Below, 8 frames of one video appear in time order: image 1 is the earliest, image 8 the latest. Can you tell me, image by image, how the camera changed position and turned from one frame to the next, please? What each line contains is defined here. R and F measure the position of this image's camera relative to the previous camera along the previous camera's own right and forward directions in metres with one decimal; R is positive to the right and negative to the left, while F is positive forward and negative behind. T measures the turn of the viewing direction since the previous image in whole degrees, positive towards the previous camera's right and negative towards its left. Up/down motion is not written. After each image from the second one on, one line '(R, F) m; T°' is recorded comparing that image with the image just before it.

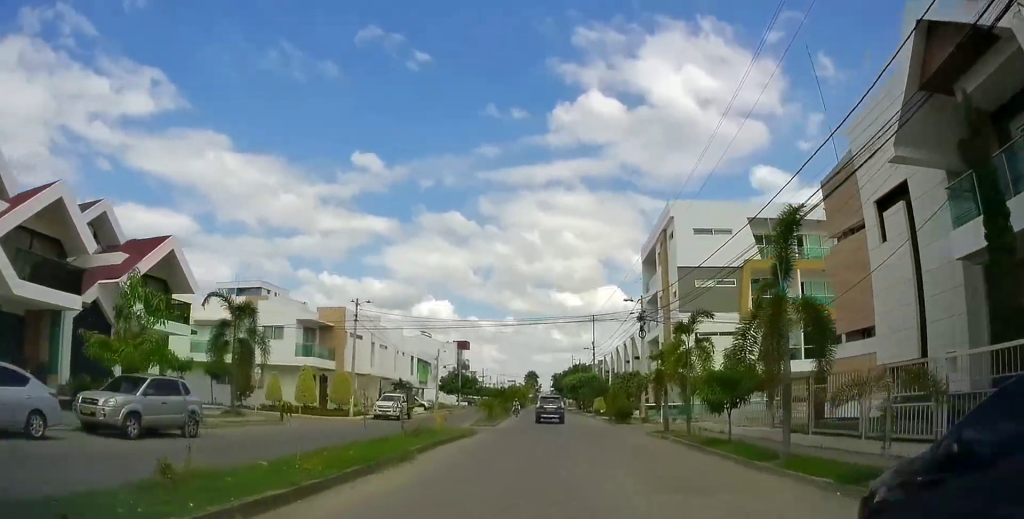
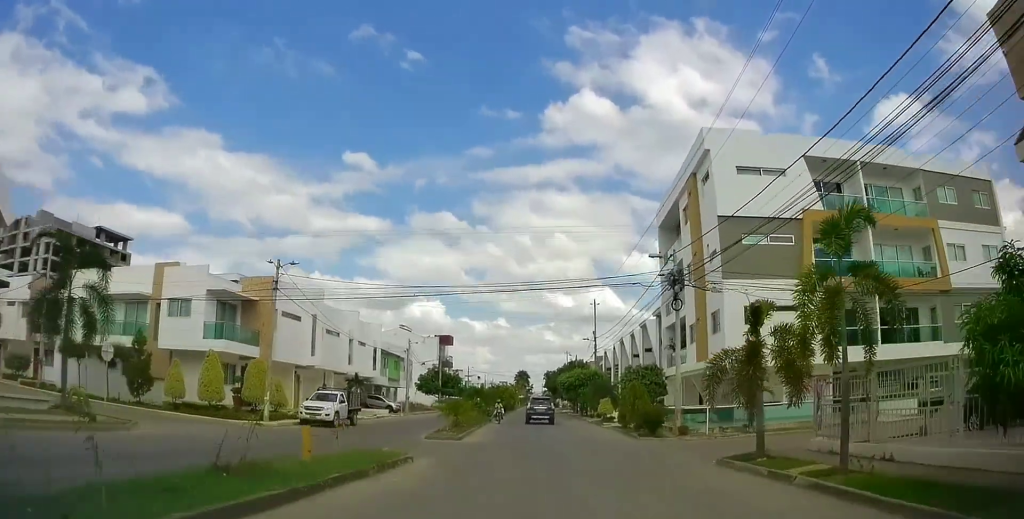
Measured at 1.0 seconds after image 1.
(-0.2, +11.2) m; 0°
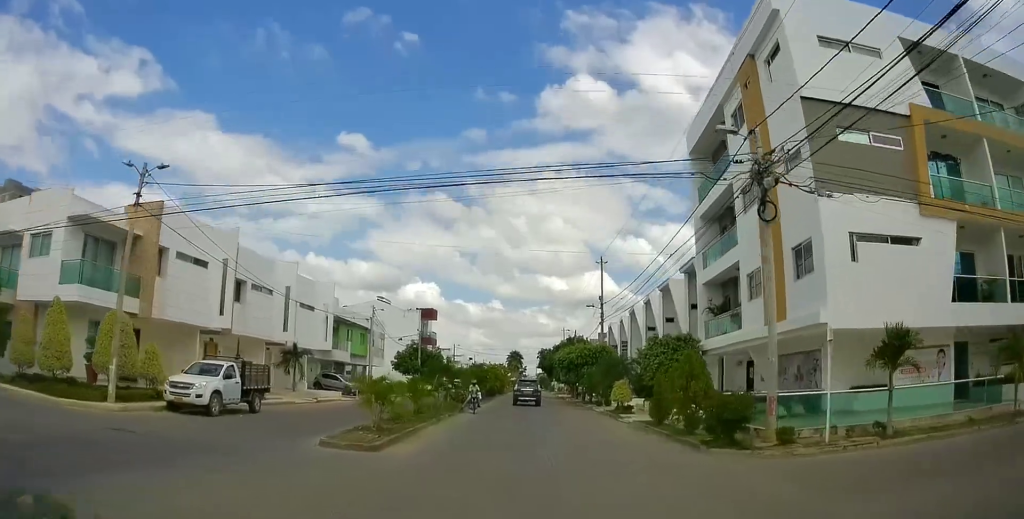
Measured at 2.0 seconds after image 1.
(+0.1, +10.8) m; +1°
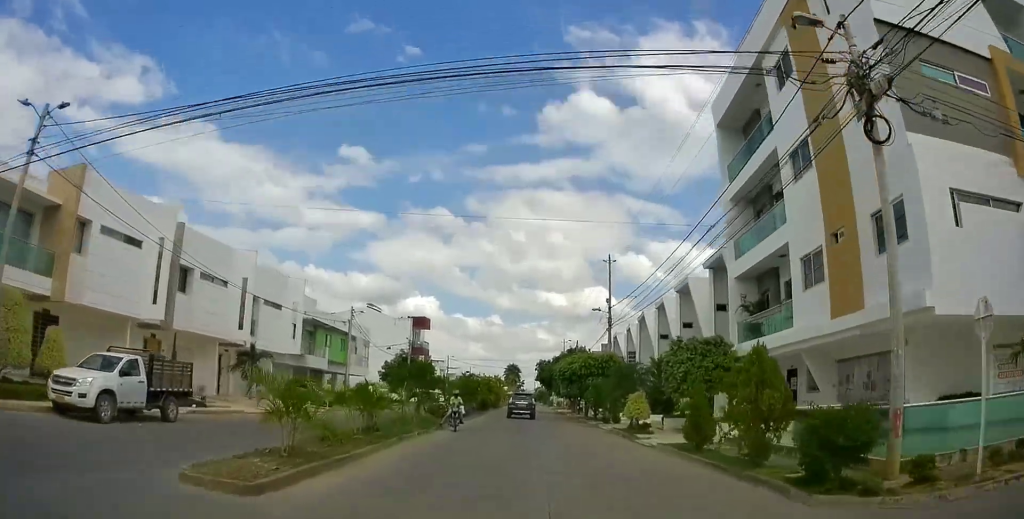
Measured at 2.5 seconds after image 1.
(0.0, +5.4) m; +1°
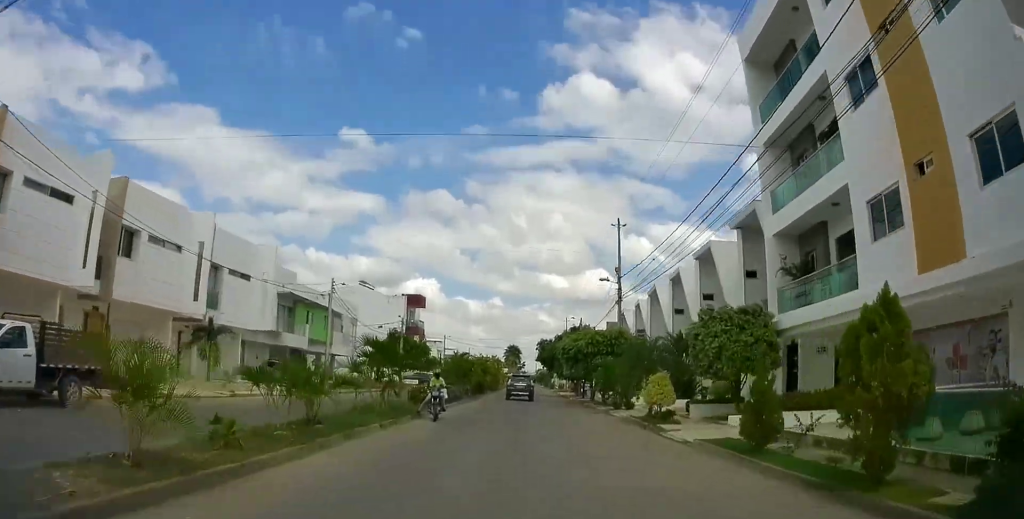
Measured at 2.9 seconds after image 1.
(0.0, +4.3) m; +1°
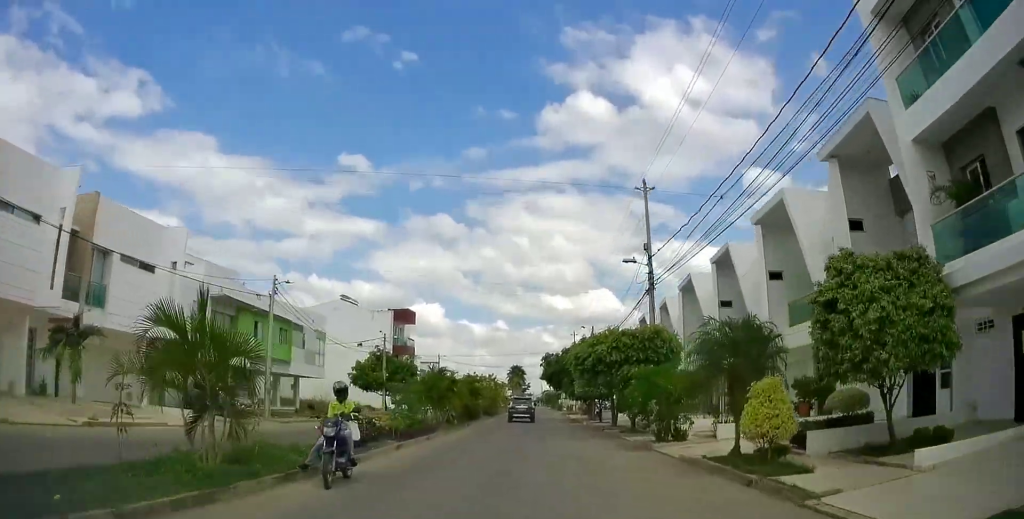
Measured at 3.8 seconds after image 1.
(+0.2, +9.4) m; +1°
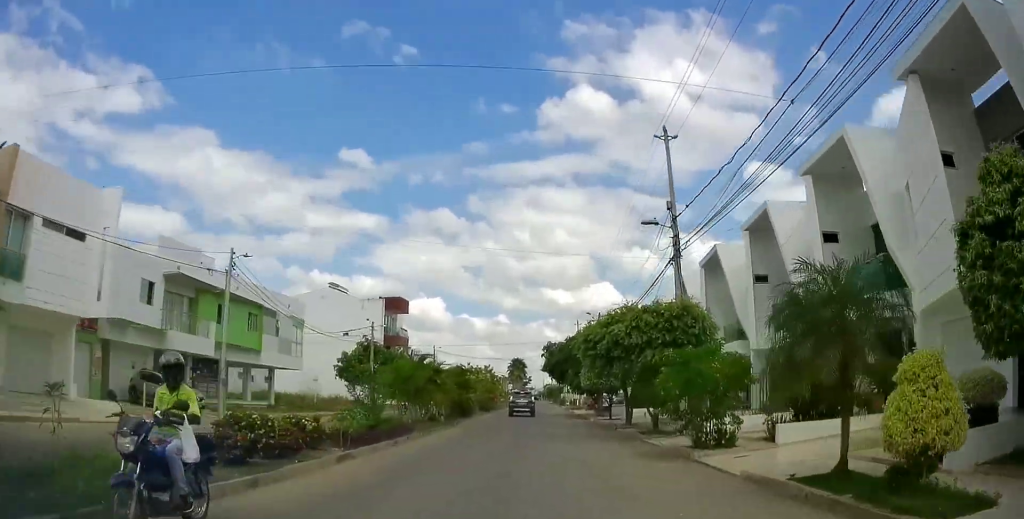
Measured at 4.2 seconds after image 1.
(+0.2, +4.7) m; 0°
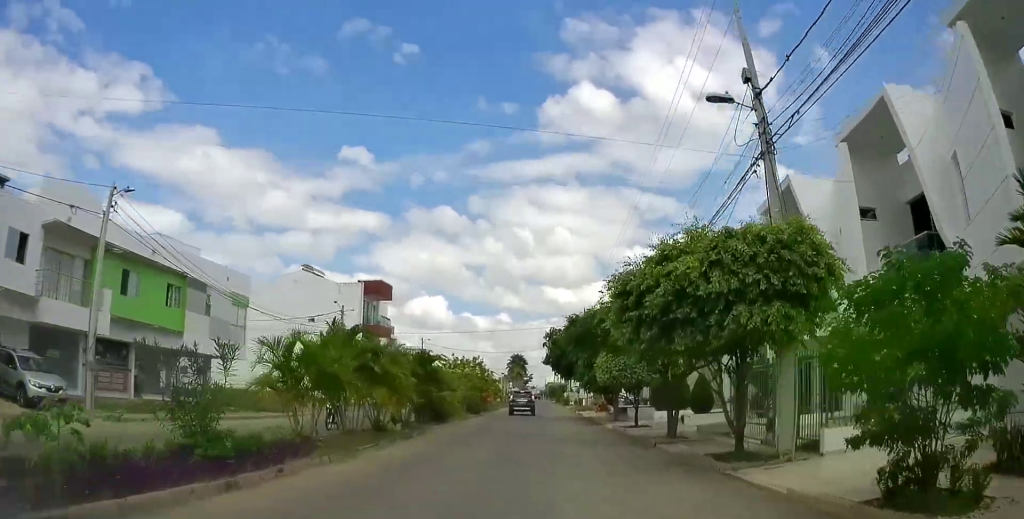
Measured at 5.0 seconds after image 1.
(-0.3, +8.8) m; -2°
